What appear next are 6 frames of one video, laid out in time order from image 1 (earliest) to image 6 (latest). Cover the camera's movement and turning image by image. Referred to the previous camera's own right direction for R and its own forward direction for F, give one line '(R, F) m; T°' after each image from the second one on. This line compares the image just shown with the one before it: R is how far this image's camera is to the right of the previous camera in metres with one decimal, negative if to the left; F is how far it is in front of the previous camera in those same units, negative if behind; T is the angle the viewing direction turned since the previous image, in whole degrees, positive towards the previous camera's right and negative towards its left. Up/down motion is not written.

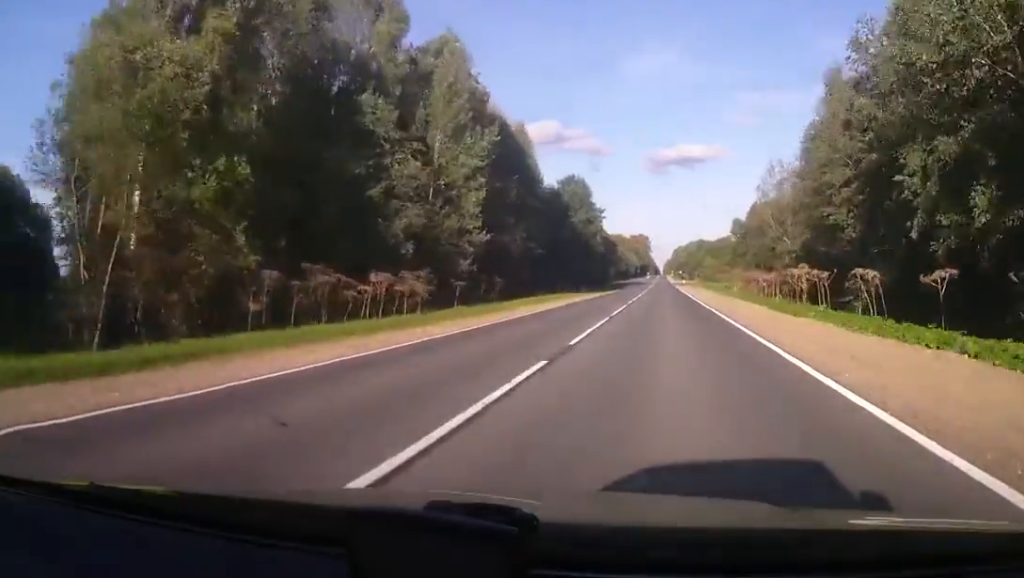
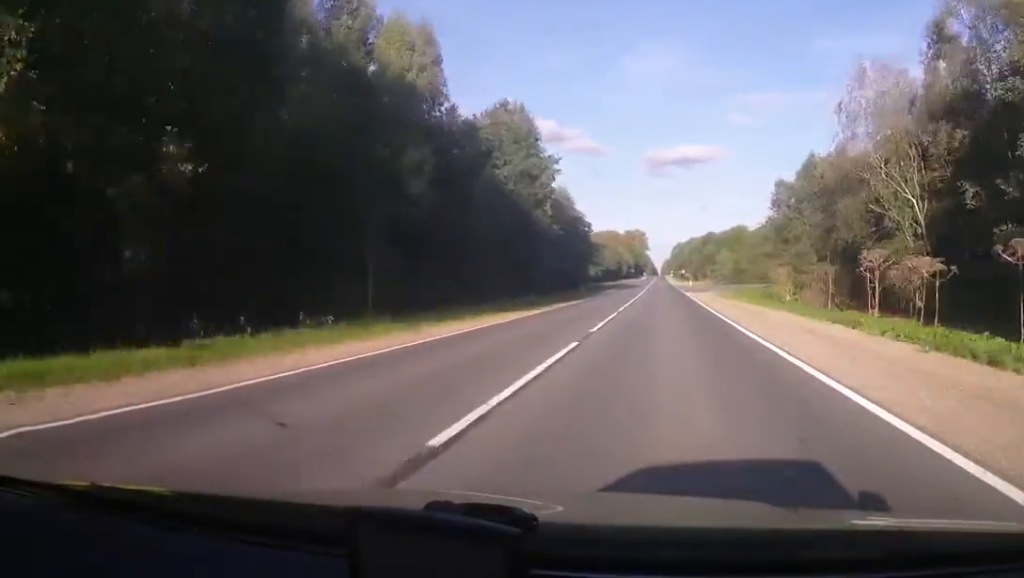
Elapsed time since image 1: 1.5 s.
(0.0, +44.3) m; -1°
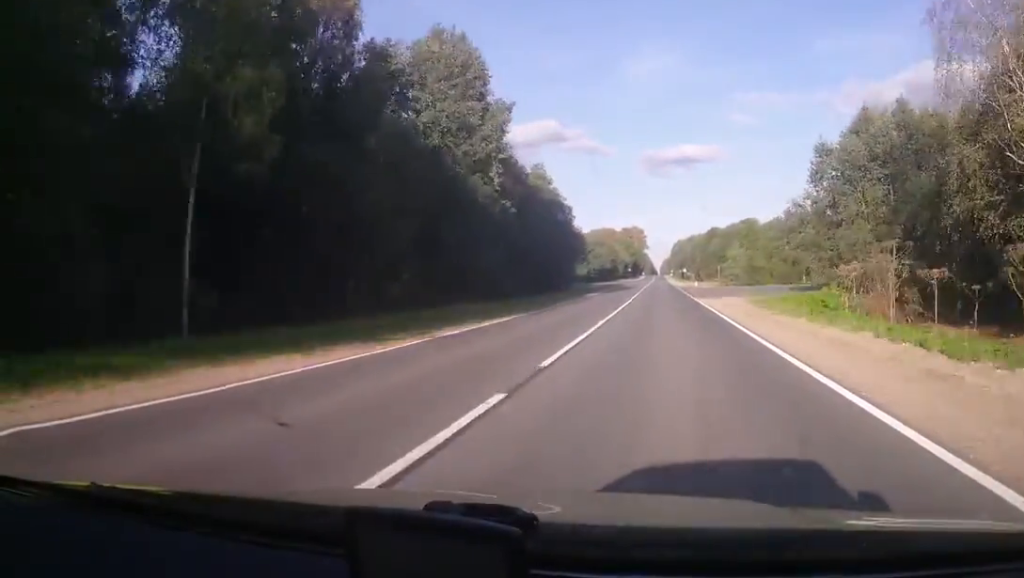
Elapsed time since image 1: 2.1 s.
(-0.2, +18.7) m; -1°
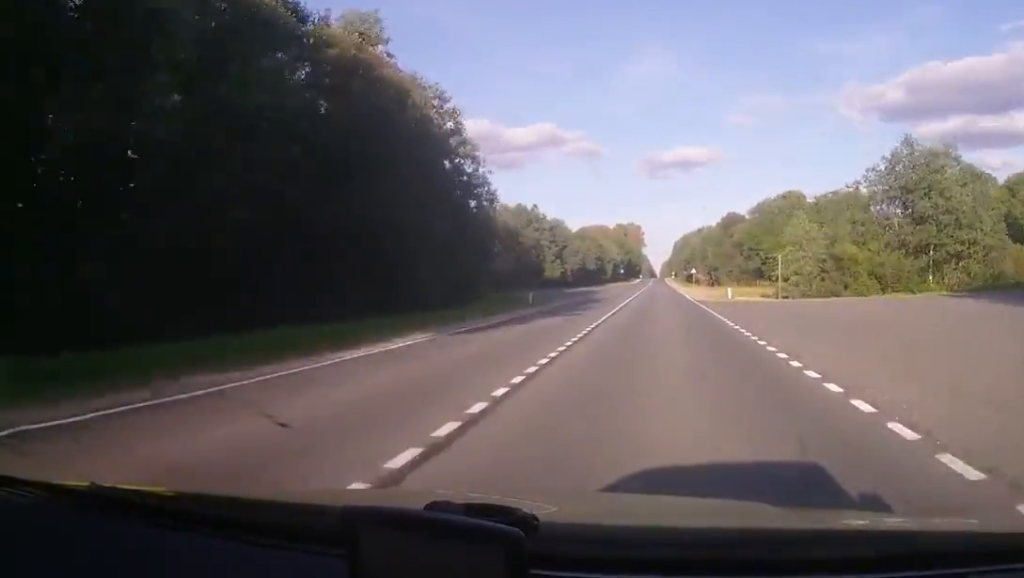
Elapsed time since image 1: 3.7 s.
(+0.3, +46.2) m; +1°
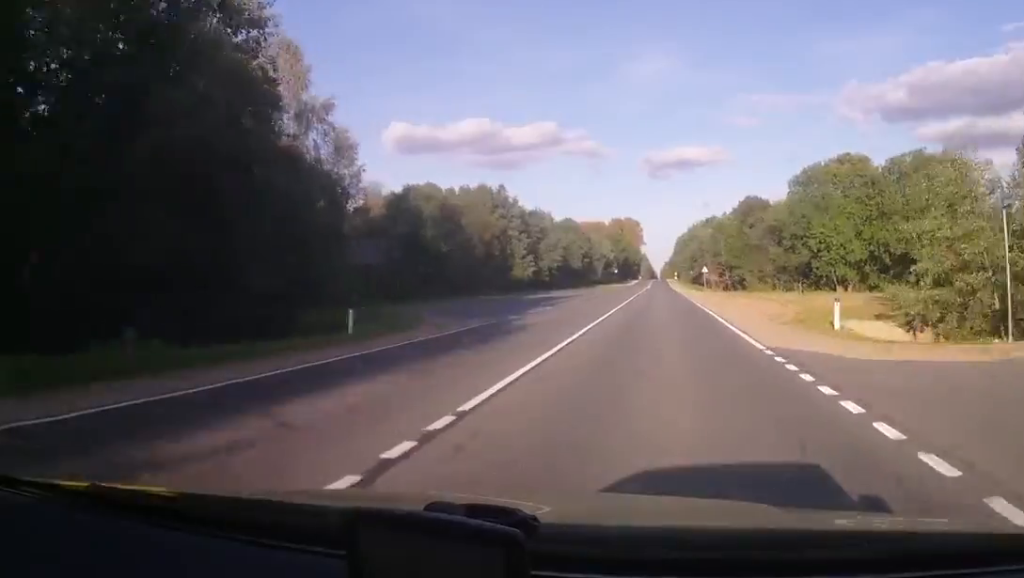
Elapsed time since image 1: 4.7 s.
(+0.2, +29.5) m; 0°
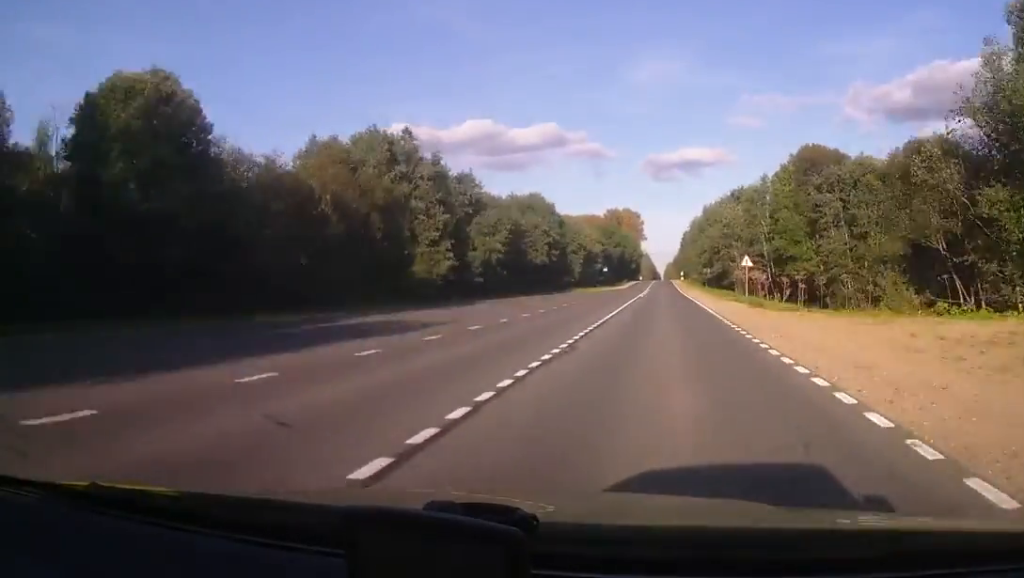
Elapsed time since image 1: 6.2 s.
(0.0, +43.1) m; -1°
